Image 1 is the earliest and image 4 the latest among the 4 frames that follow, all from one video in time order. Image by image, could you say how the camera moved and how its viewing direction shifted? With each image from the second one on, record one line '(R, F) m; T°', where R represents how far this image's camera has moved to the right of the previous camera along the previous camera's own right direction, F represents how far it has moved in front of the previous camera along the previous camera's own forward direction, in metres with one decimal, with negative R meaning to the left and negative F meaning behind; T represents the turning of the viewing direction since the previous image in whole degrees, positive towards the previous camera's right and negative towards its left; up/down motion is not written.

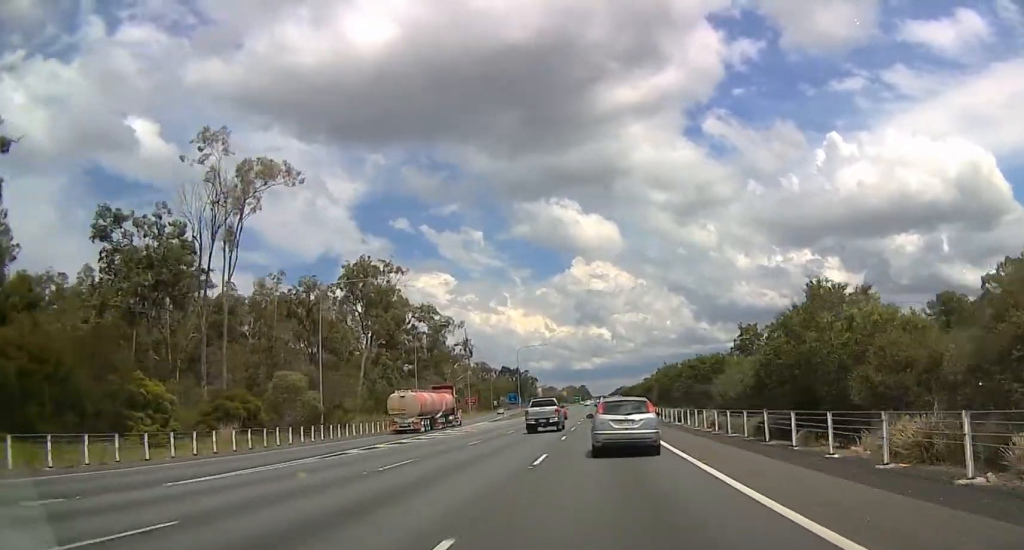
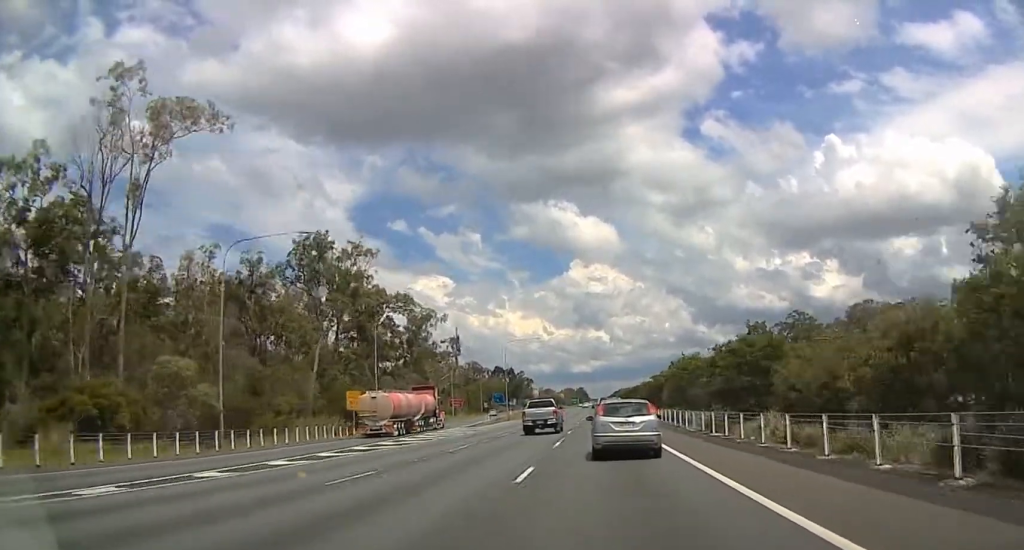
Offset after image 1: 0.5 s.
(0.0, +15.5) m; 0°
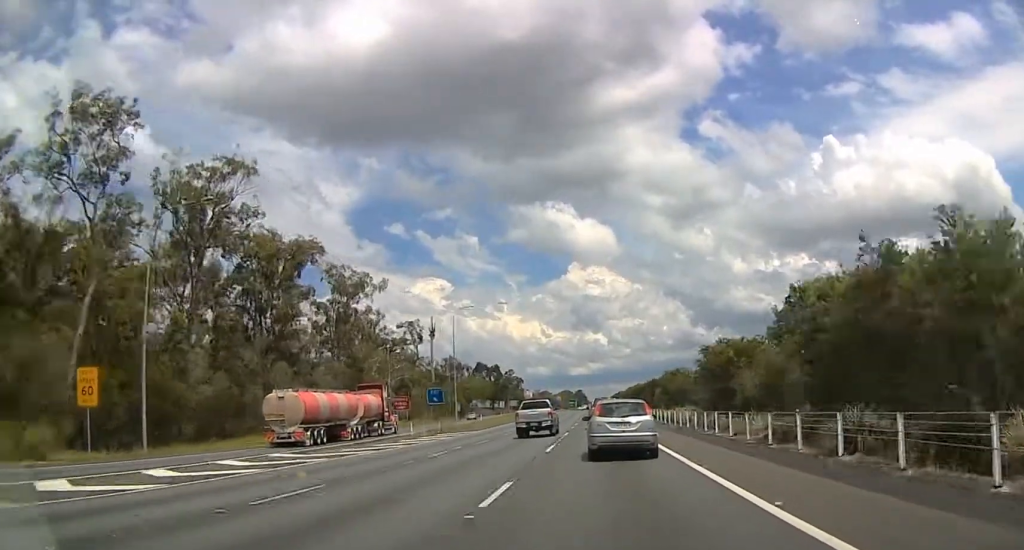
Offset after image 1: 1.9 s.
(0.0, +39.7) m; 0°
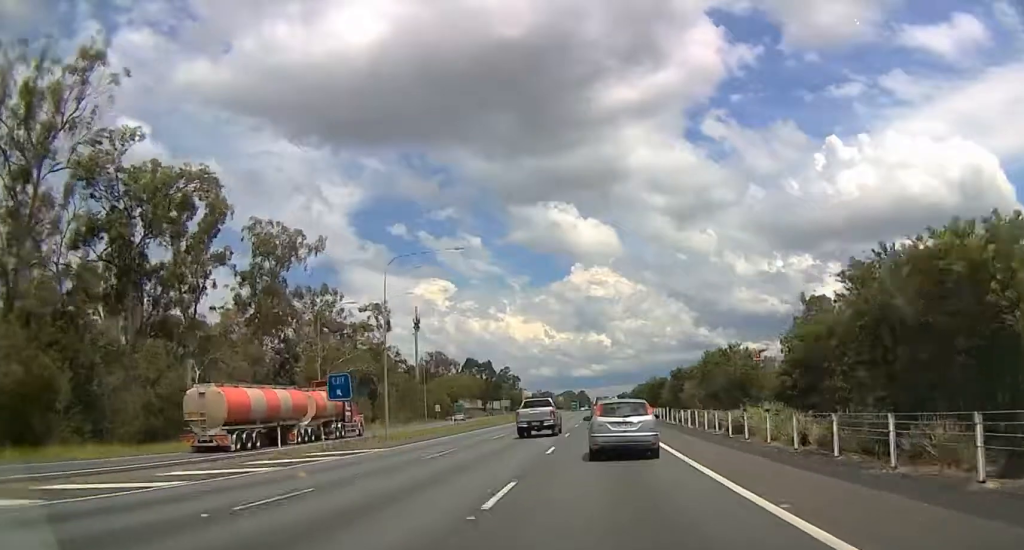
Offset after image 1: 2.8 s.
(0.0, +25.1) m; 0°
